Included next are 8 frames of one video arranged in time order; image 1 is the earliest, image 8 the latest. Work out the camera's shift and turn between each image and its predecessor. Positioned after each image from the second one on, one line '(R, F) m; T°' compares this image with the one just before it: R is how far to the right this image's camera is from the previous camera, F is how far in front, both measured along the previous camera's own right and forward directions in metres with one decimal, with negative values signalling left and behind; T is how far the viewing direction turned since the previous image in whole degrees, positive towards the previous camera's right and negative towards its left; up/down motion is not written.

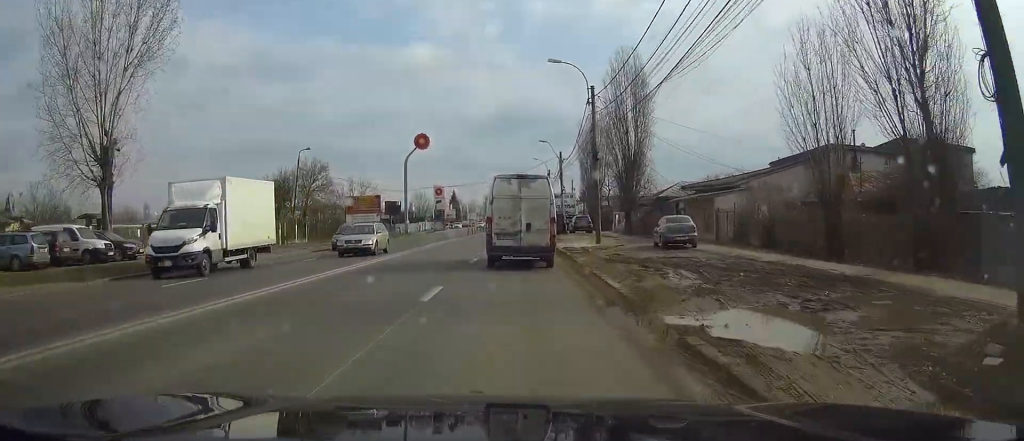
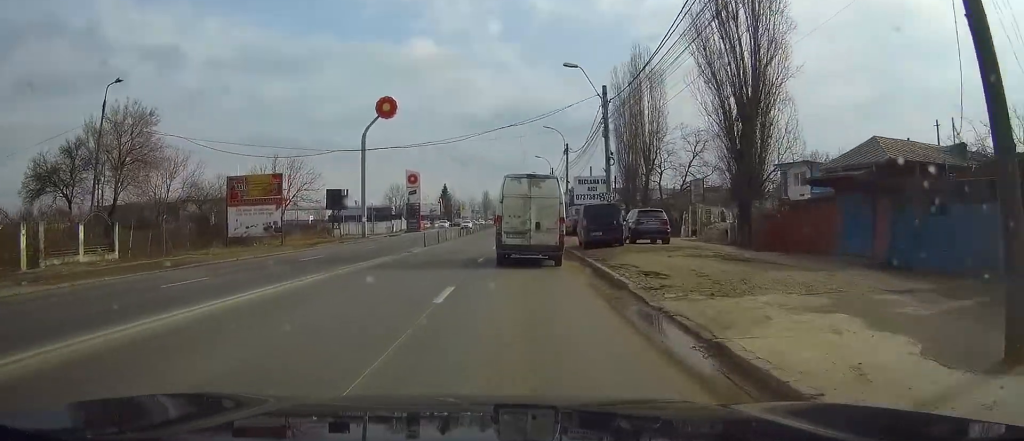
(+0.1, +35.3) m; 0°
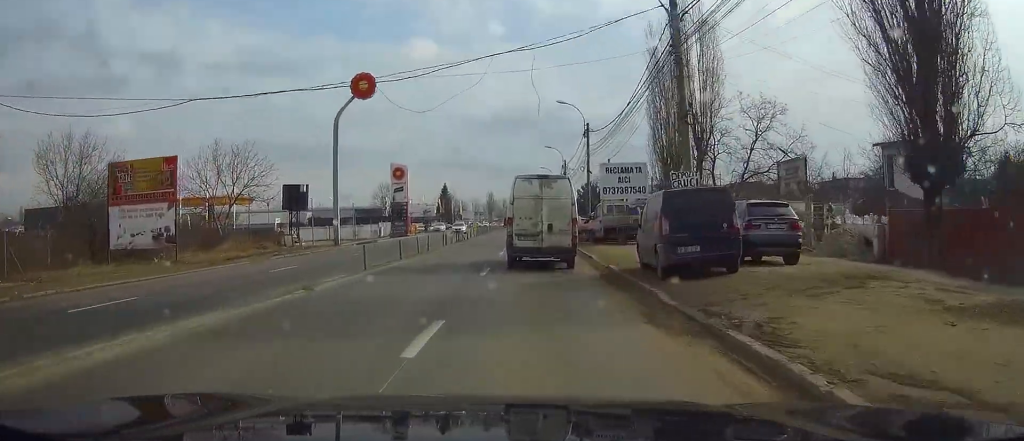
(-0.1, +16.2) m; 0°
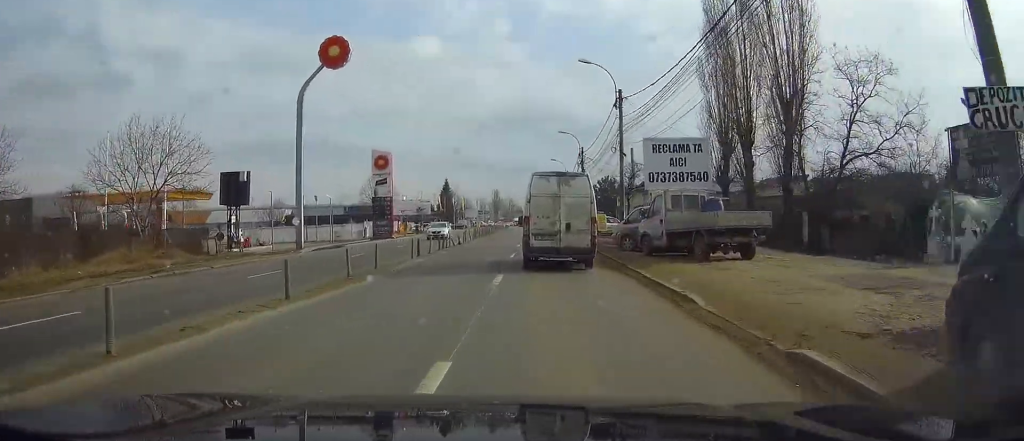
(-0.1, +14.4) m; 0°
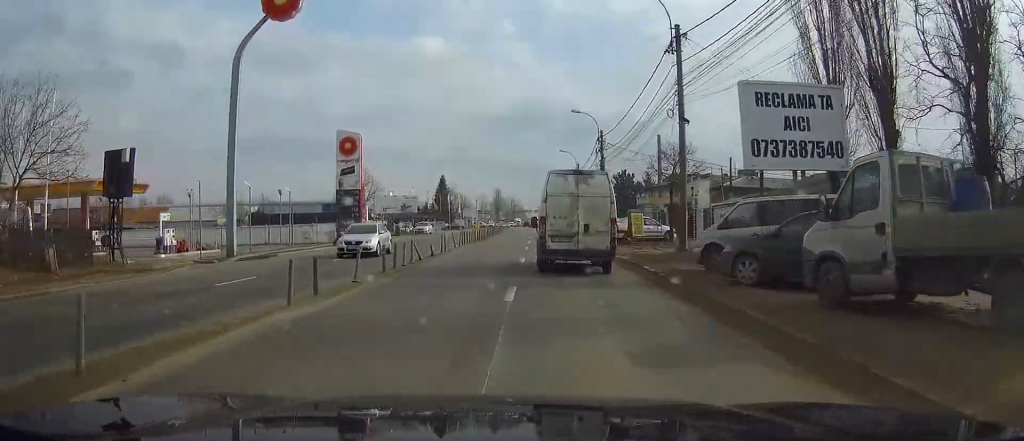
(+0.1, +14.6) m; 0°
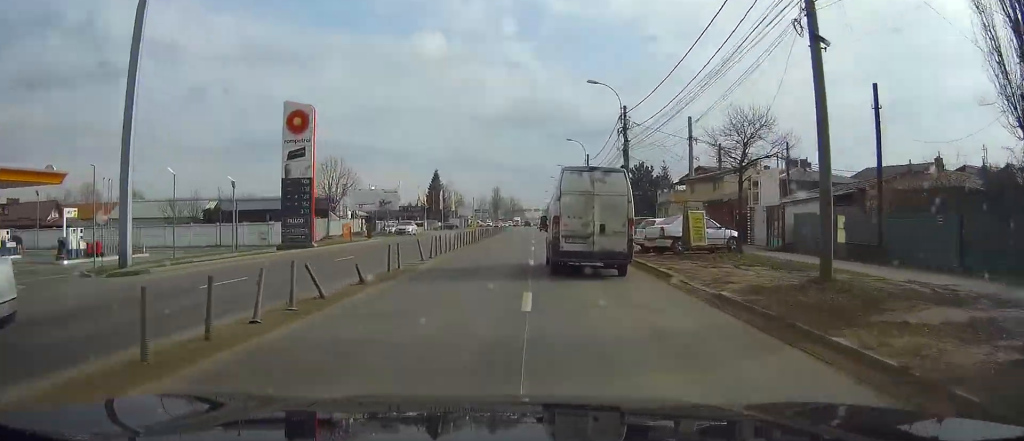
(0.0, +12.9) m; 0°
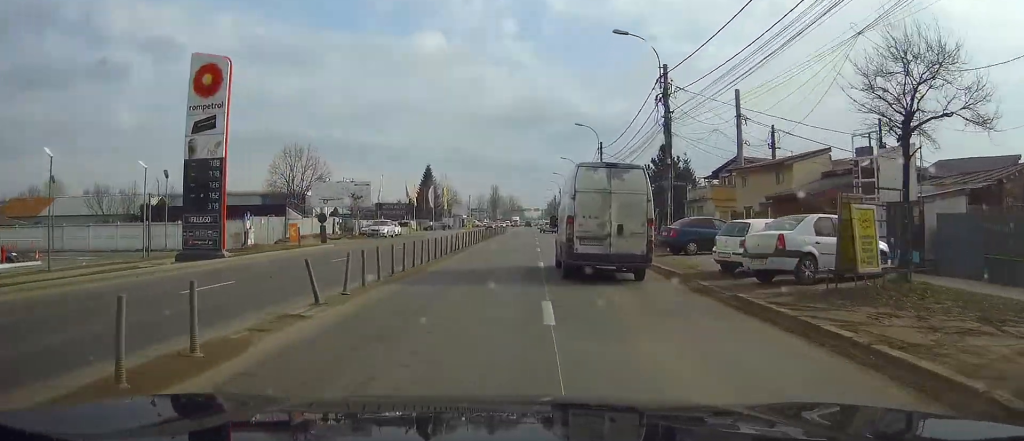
(0.0, +13.0) m; 0°
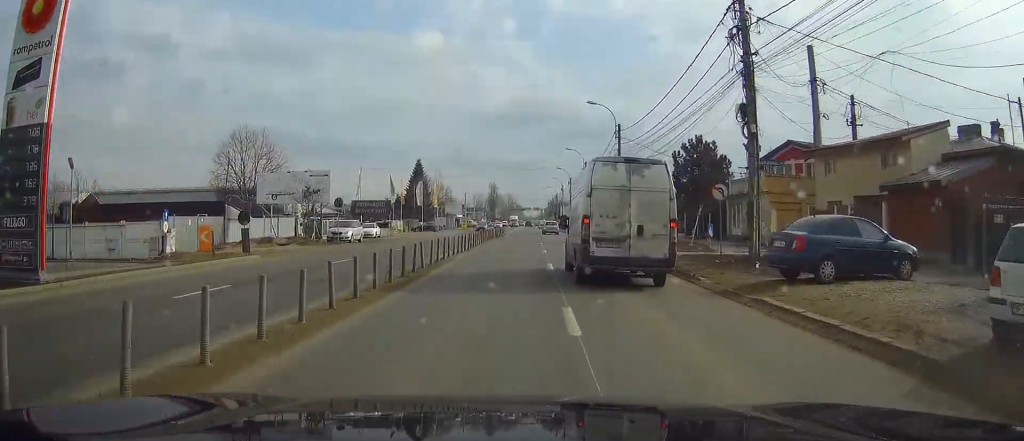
(0.0, +12.4) m; 0°
